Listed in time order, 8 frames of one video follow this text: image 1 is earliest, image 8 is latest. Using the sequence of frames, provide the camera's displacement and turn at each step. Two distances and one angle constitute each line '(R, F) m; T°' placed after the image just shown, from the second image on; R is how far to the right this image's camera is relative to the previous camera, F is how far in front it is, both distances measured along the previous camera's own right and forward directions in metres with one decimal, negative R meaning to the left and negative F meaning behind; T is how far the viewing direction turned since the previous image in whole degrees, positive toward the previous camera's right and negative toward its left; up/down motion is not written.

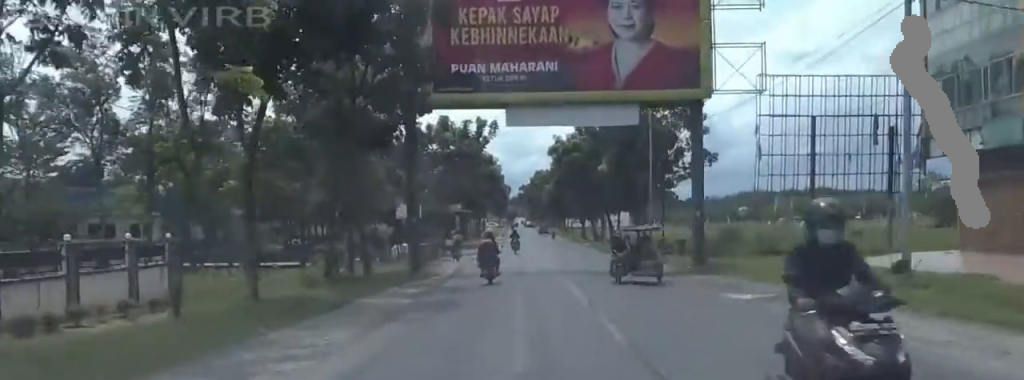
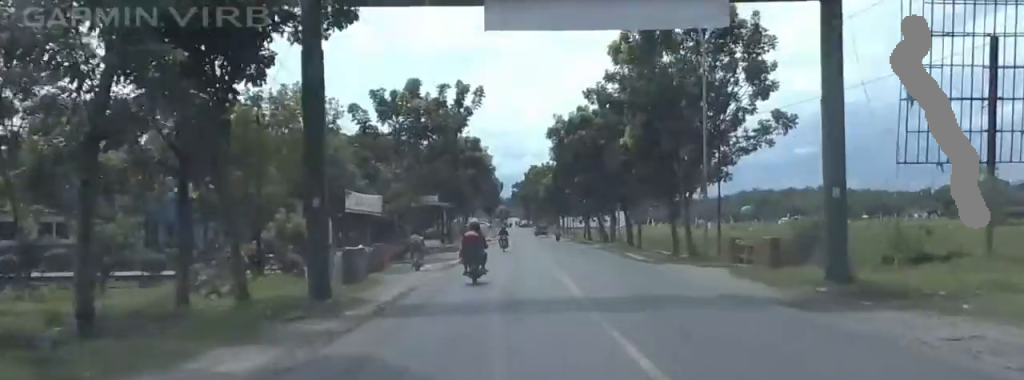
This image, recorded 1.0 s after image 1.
(0.0, +15.8) m; 0°
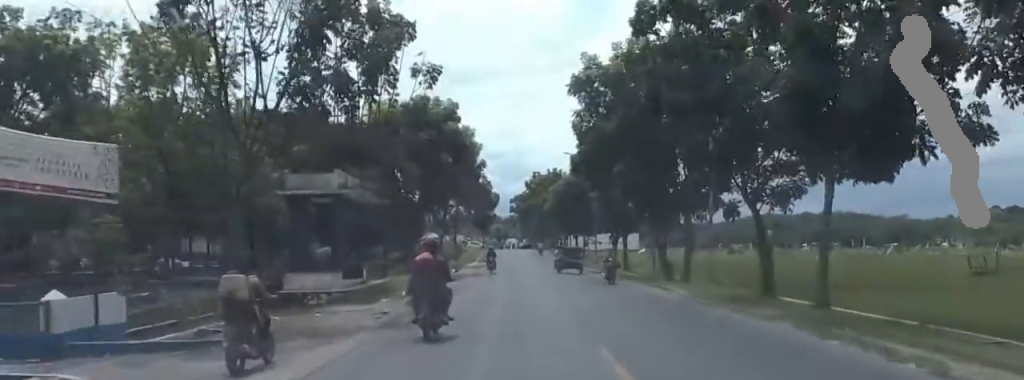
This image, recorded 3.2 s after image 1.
(0.0, +32.0) m; 0°
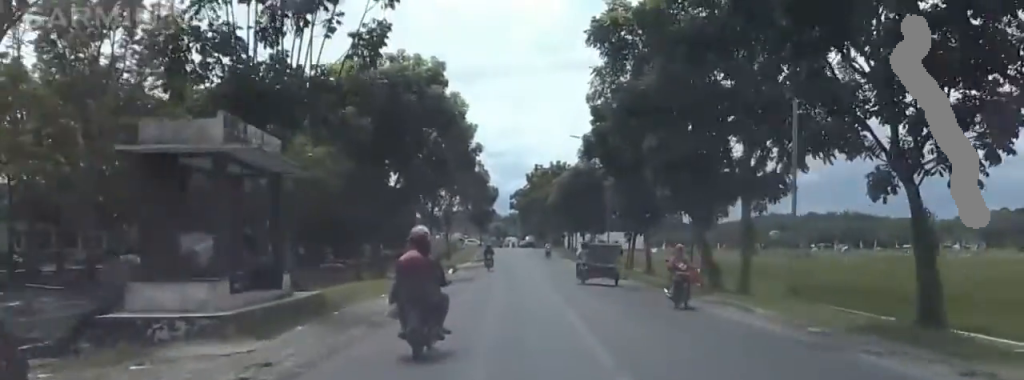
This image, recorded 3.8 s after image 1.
(0.0, +10.2) m; 0°
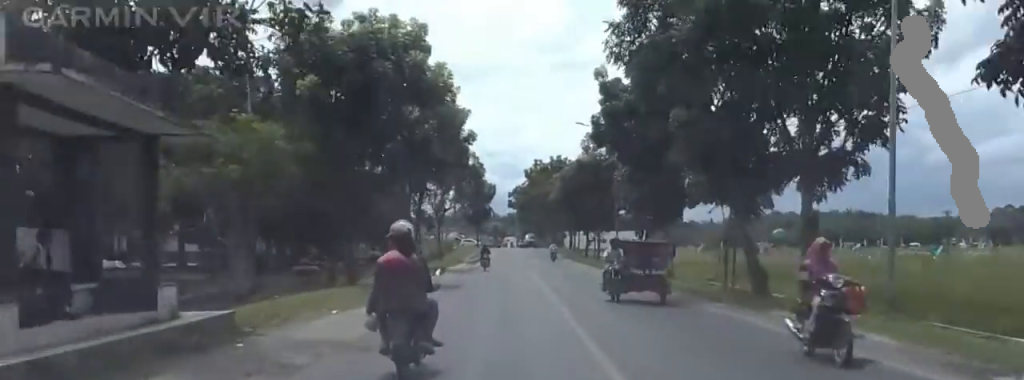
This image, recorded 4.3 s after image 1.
(0.0, +6.5) m; 0°
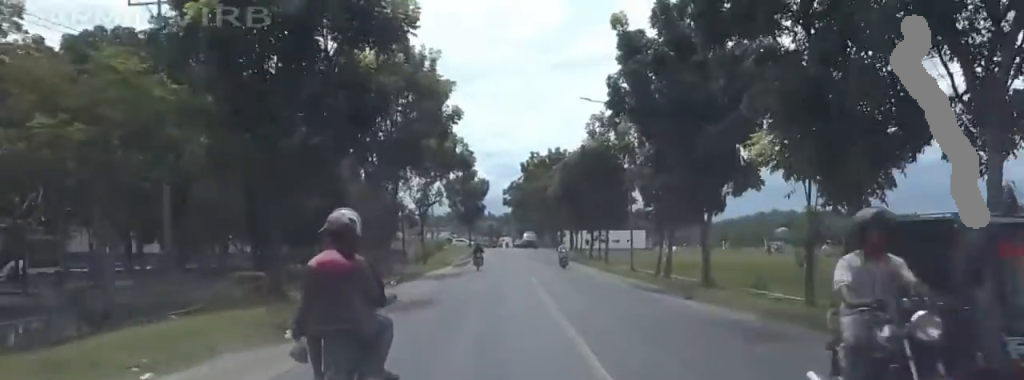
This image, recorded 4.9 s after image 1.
(0.0, +9.3) m; 0°
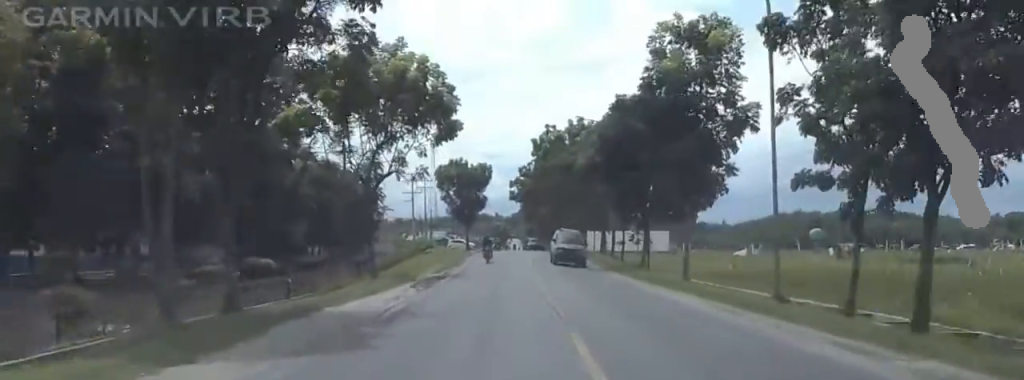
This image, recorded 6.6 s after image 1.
(+0.2, +24.8) m; 0°
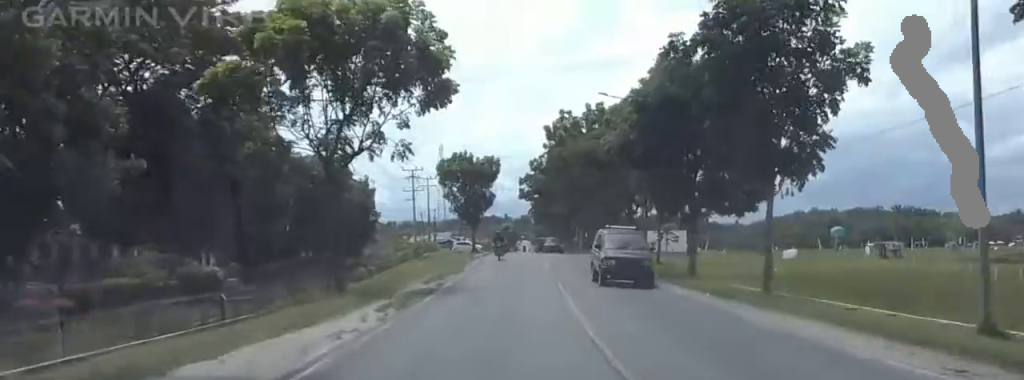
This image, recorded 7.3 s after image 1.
(-0.1, +9.3) m; 0°
